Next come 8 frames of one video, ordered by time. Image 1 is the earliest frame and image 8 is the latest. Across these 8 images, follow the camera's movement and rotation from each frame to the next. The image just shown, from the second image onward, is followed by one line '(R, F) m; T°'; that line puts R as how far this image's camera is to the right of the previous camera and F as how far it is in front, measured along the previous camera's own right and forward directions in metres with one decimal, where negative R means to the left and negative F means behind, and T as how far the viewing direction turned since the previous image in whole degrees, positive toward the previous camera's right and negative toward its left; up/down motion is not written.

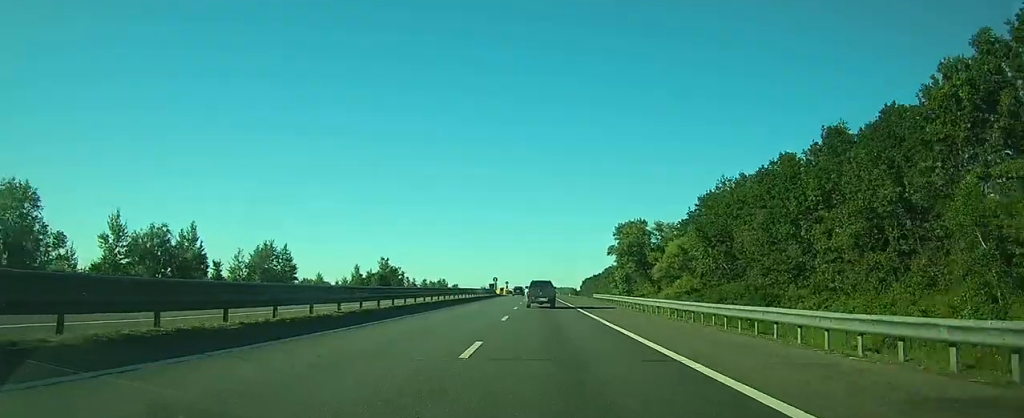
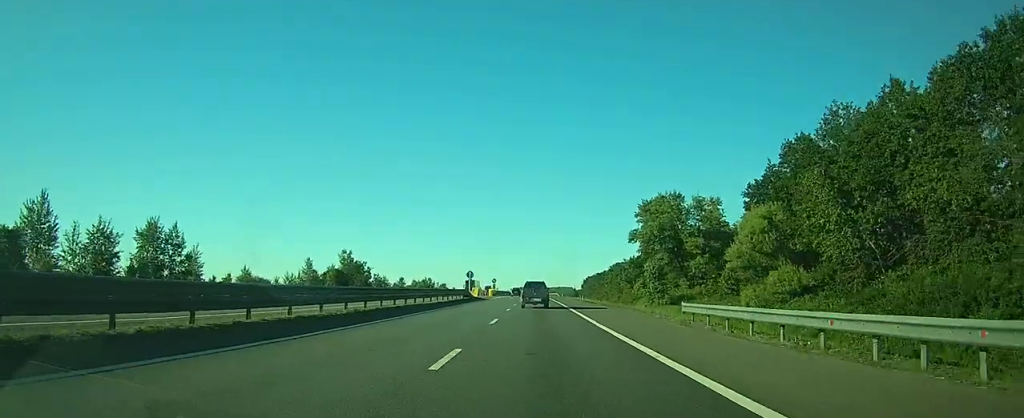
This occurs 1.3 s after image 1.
(+0.1, +37.1) m; 0°
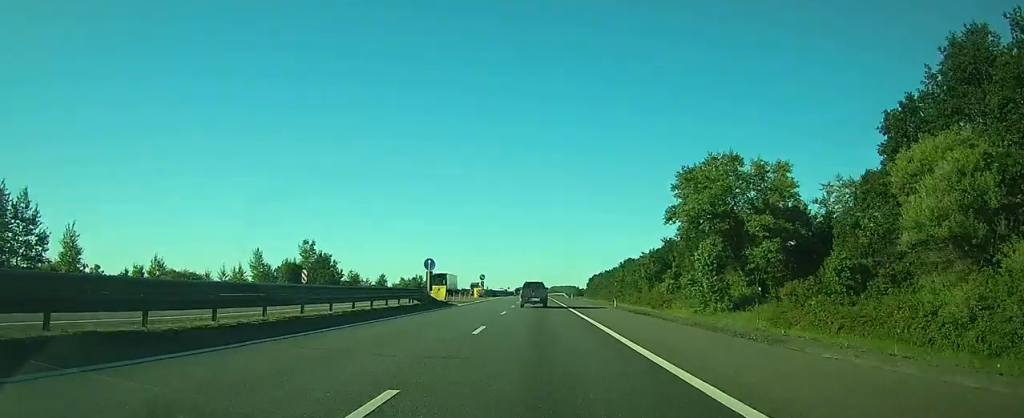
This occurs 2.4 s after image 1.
(+0.1, +28.7) m; 0°
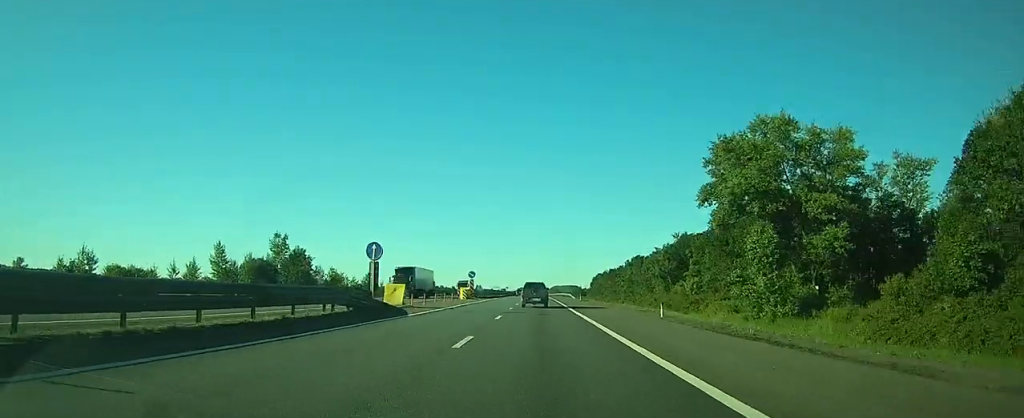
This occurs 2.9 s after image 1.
(-0.1, +15.7) m; 0°
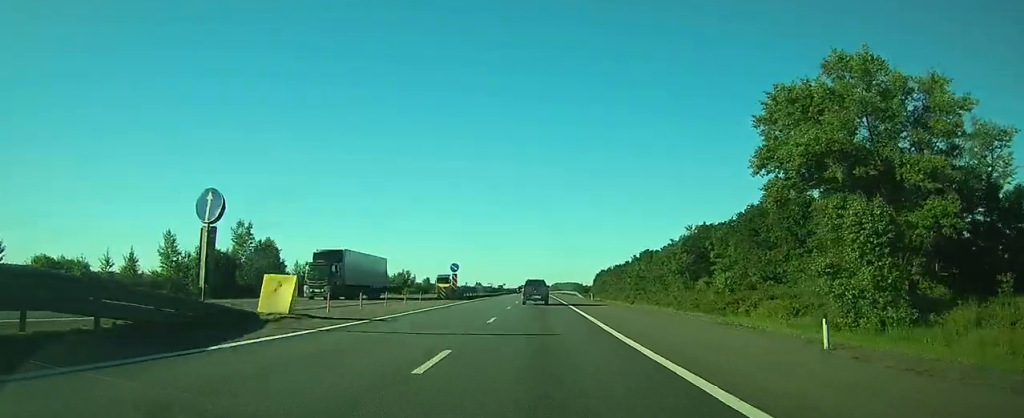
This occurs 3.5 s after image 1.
(0.0, +15.7) m; 0°
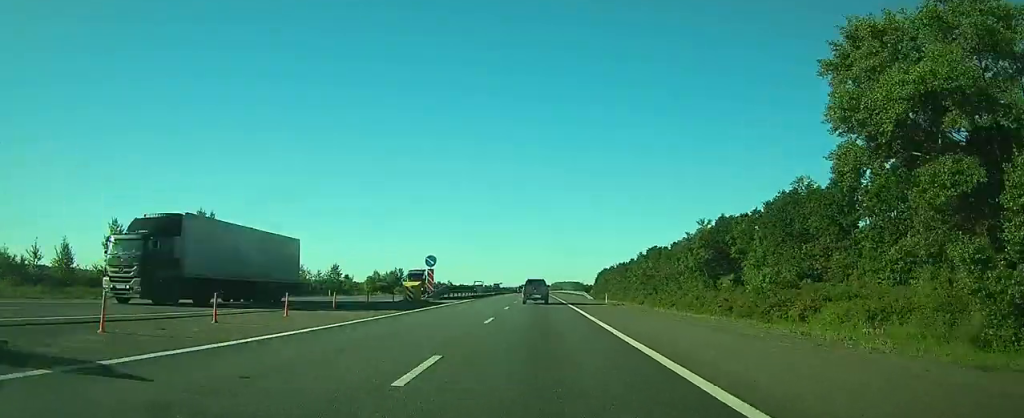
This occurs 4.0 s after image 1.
(0.0, +12.9) m; 0°
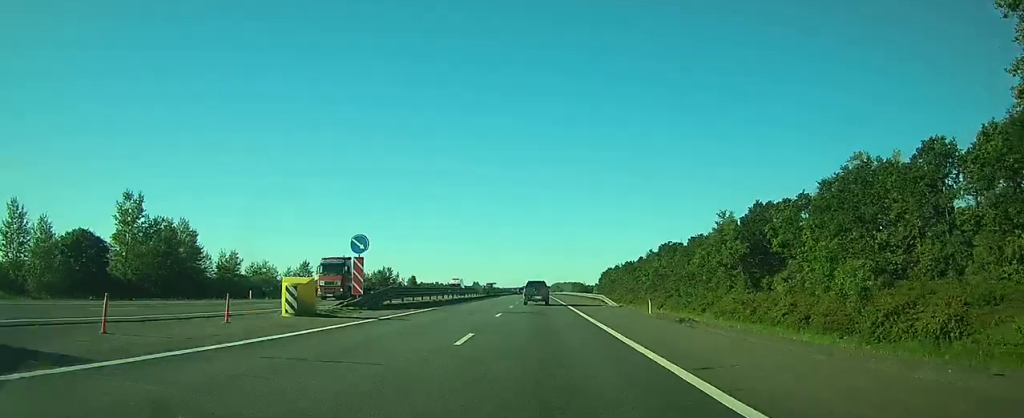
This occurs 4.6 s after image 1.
(0.0, +18.5) m; 0°
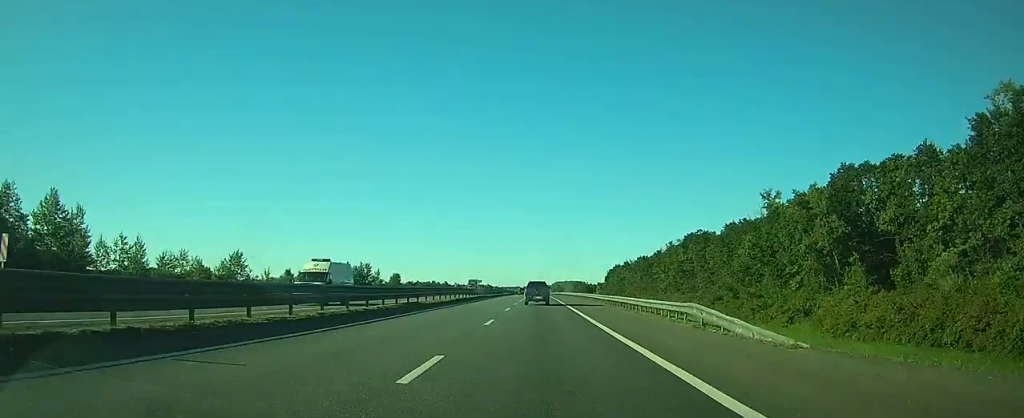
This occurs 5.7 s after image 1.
(0.0, +28.8) m; 0°
